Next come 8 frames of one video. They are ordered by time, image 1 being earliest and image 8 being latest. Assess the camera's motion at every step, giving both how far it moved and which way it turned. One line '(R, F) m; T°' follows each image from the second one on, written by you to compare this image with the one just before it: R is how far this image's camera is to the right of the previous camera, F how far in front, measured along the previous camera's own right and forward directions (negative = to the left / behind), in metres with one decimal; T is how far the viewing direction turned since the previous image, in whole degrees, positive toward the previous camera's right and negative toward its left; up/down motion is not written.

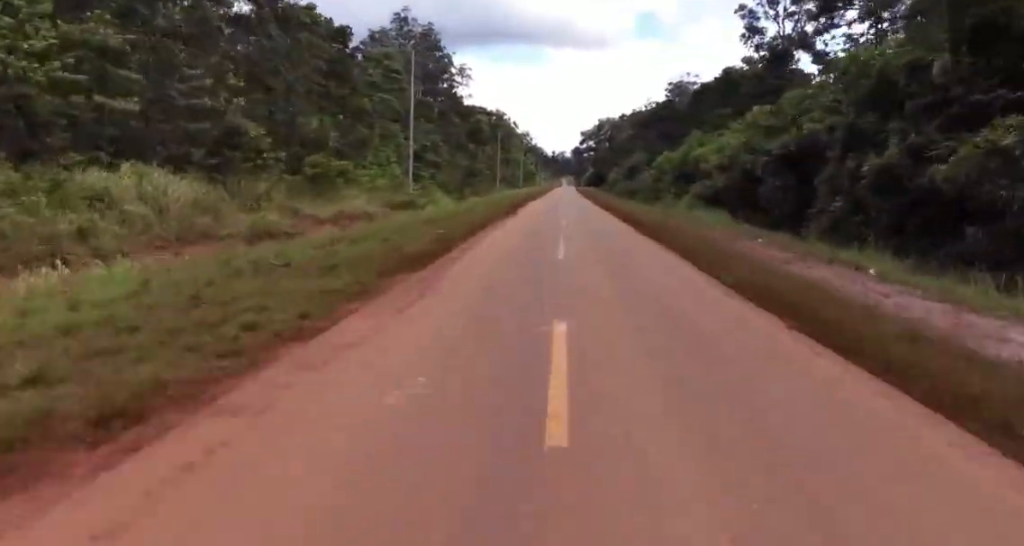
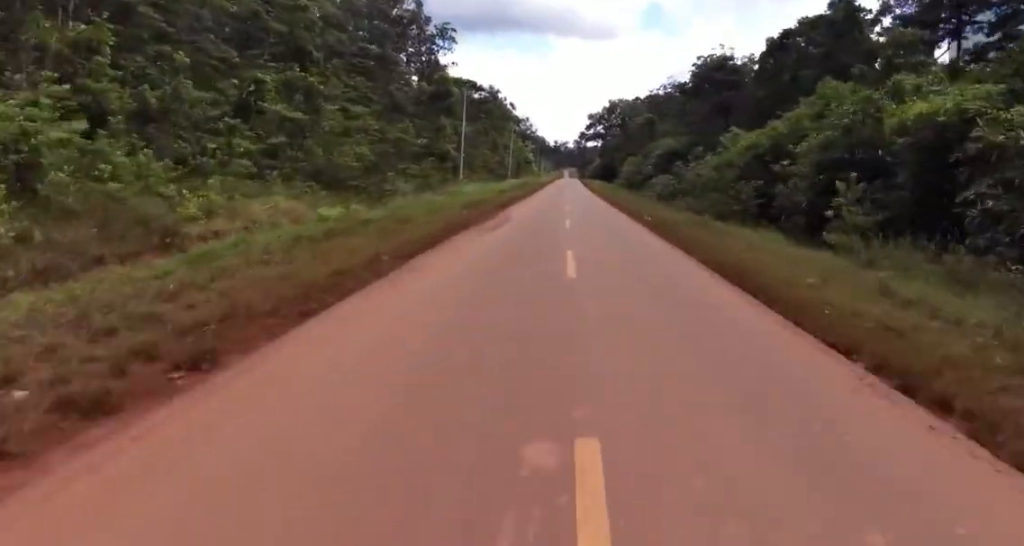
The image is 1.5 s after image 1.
(-0.7, +37.4) m; -1°
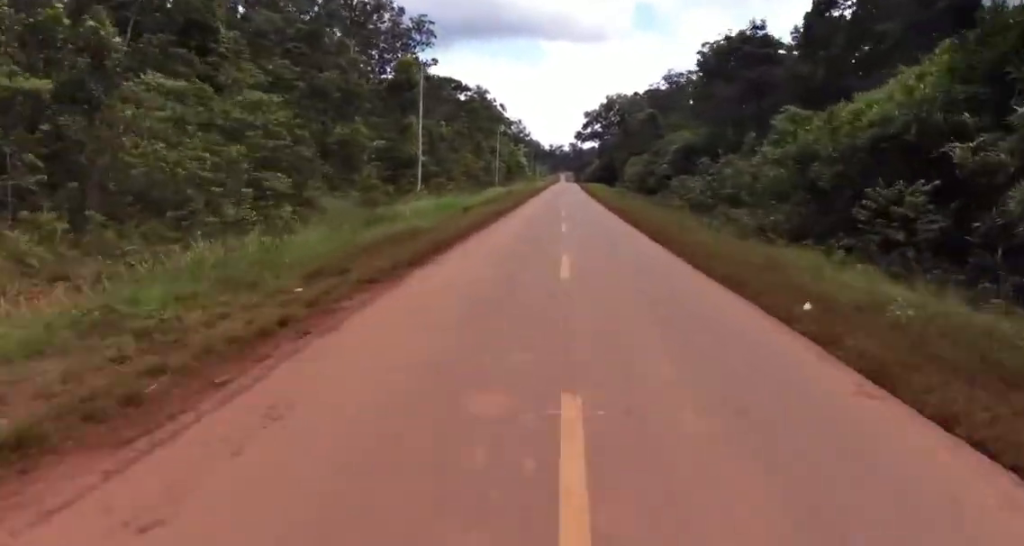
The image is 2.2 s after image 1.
(-0.1, +15.1) m; +1°
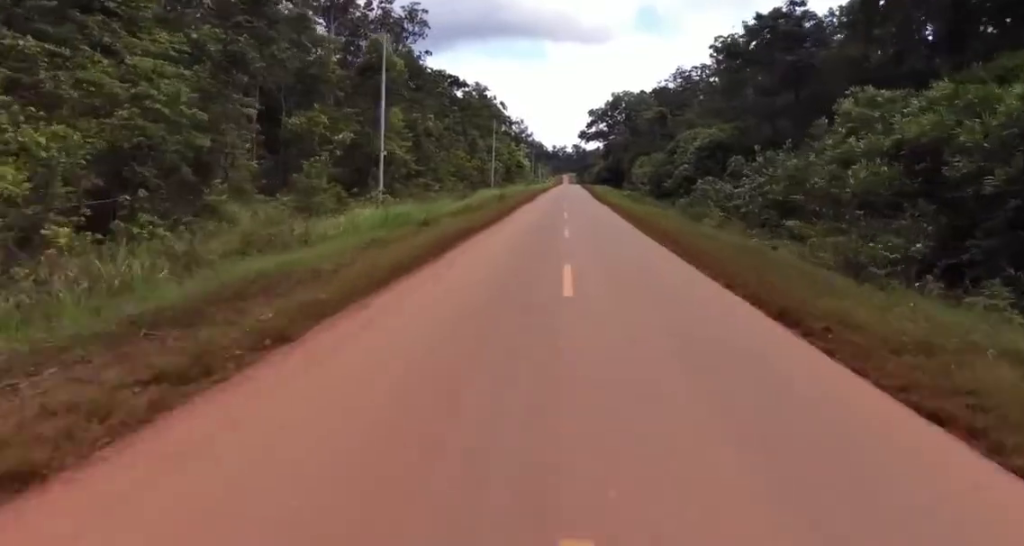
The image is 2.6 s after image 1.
(+0.1, +11.1) m; +1°
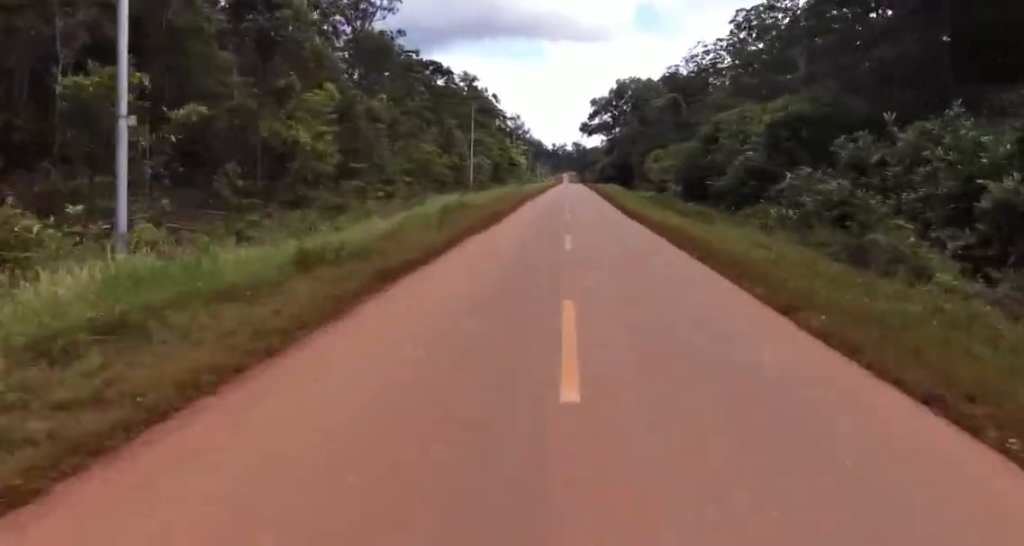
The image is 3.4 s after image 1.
(+0.6, +20.7) m; +1°
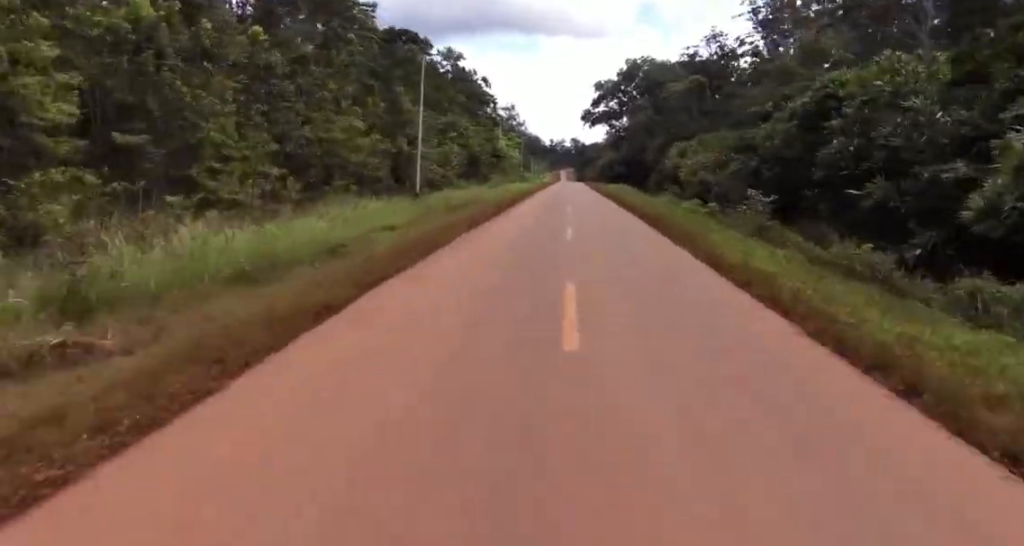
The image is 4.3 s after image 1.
(0.0, +23.7) m; 0°
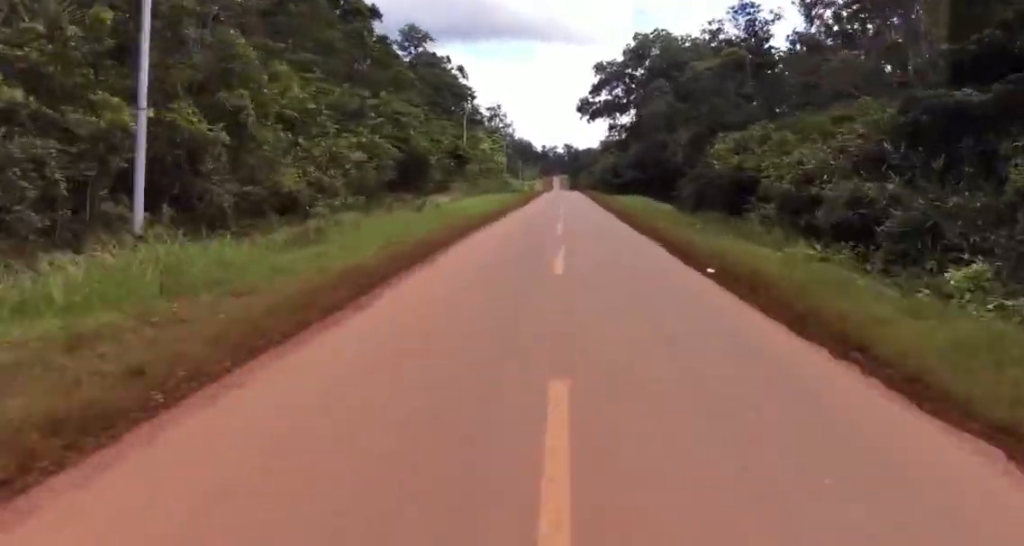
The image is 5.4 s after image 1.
(0.0, +28.8) m; 0°
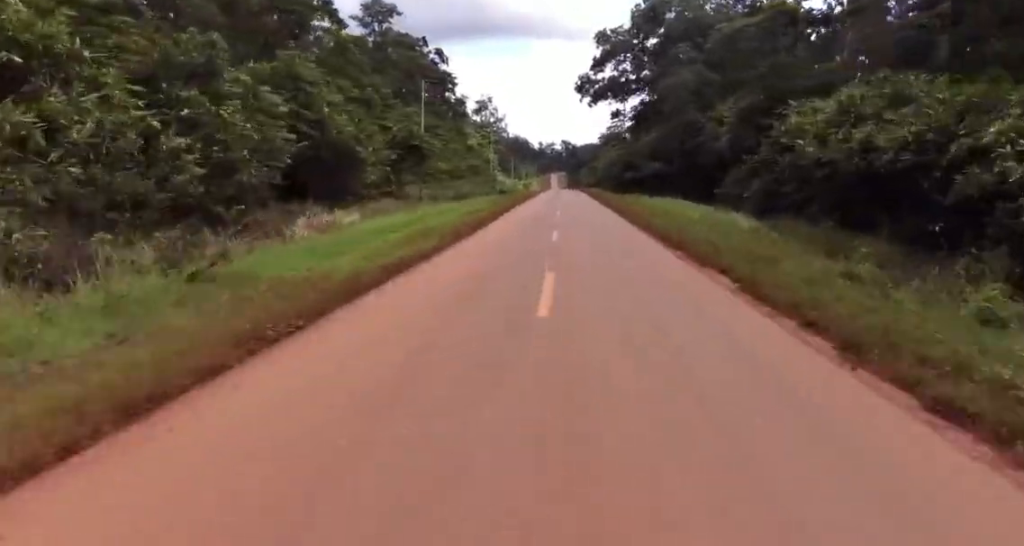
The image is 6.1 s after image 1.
(0.0, +20.1) m; -2°
